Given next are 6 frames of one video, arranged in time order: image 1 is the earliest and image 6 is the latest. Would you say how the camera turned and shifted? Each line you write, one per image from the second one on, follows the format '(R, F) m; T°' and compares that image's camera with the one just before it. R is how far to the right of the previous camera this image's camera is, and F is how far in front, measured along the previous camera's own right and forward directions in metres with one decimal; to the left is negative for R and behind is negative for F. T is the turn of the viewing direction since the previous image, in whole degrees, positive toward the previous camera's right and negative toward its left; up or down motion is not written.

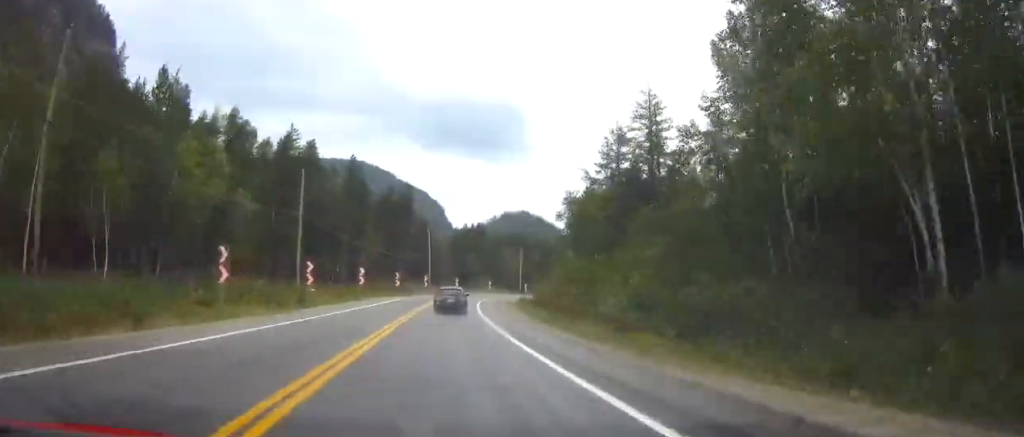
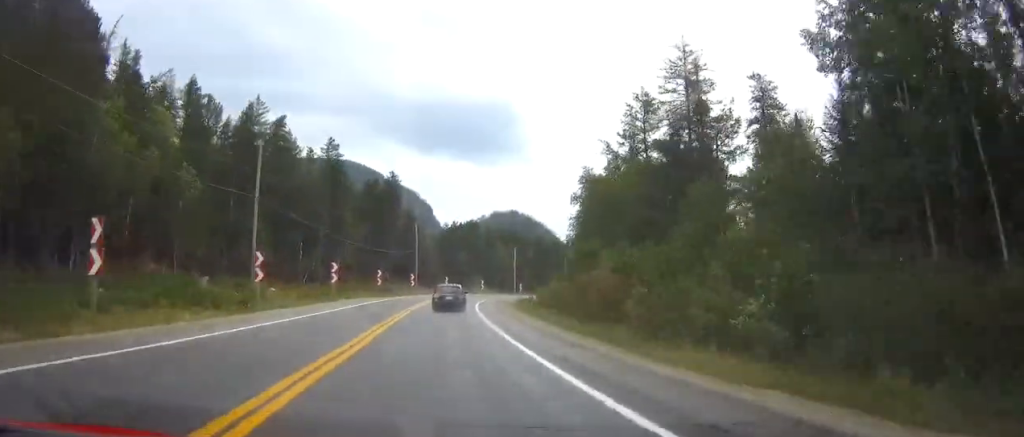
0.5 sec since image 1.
(0.0, +11.9) m; +1°
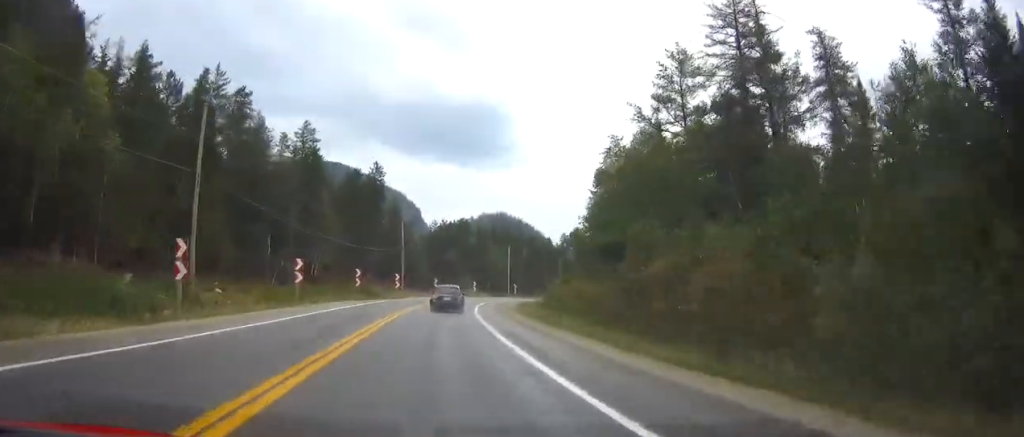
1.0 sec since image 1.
(+0.2, +11.1) m; +1°
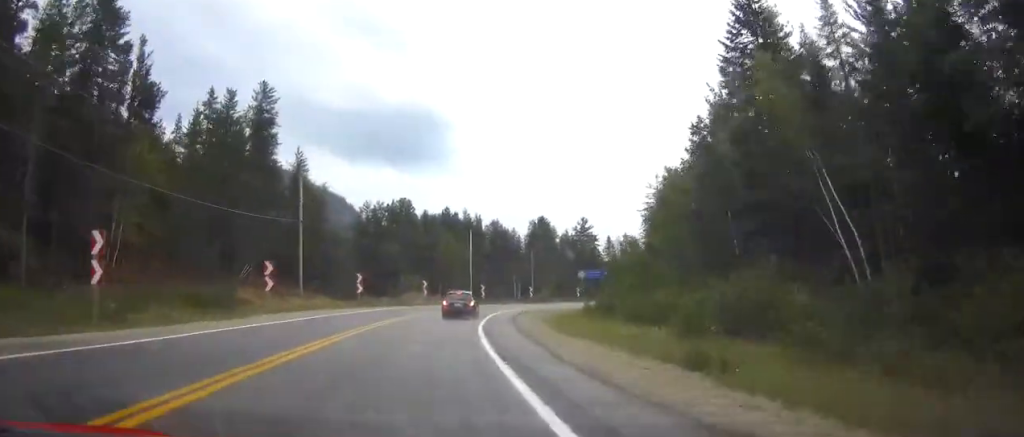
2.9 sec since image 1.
(+1.6, +46.6) m; +4°
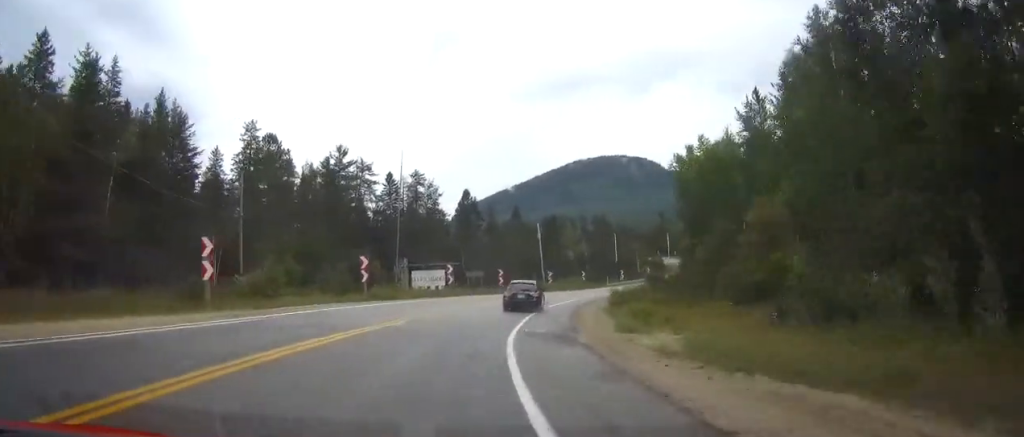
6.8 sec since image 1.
(+12.6, +87.6) m; +20°
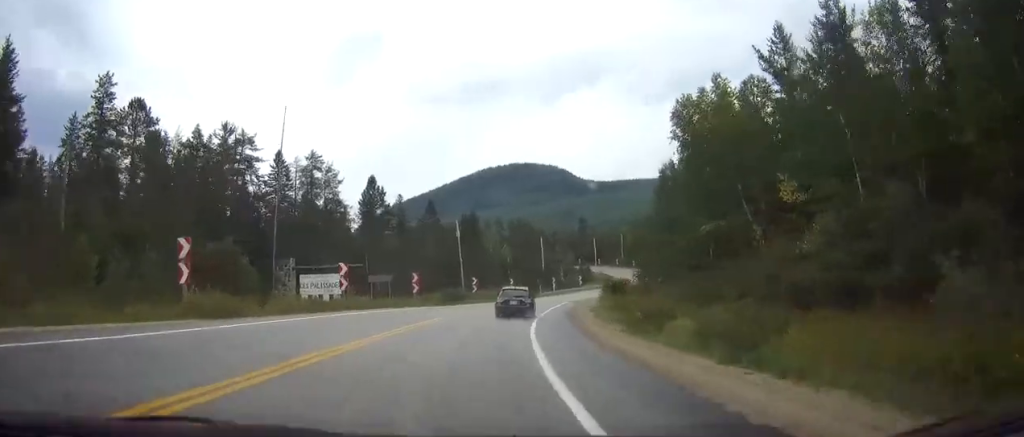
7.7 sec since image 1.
(+1.2, +20.4) m; +7°
